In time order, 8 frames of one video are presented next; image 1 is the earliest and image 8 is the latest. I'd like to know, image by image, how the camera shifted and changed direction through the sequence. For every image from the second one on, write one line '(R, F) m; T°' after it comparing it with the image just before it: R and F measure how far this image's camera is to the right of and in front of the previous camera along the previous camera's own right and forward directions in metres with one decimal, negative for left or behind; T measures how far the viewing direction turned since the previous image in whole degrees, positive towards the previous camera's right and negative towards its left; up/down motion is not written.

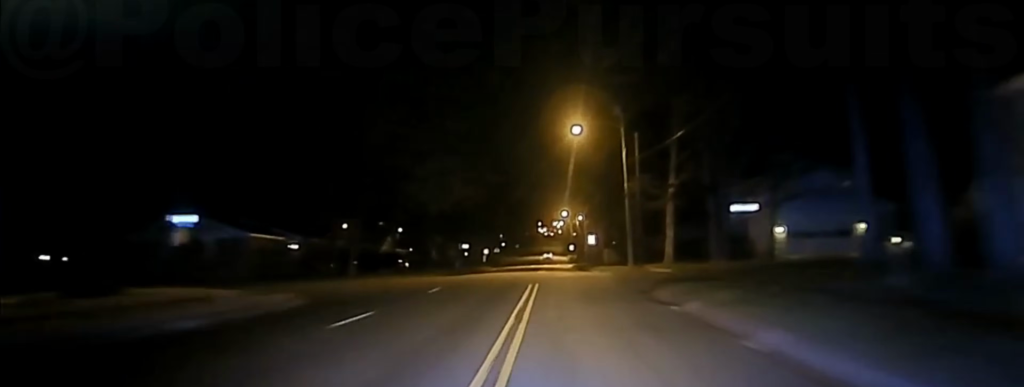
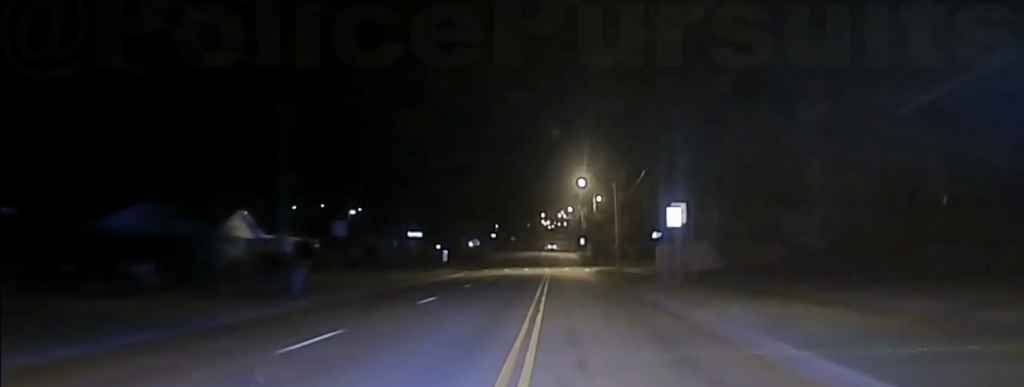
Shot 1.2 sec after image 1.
(+0.1, +46.4) m; 0°
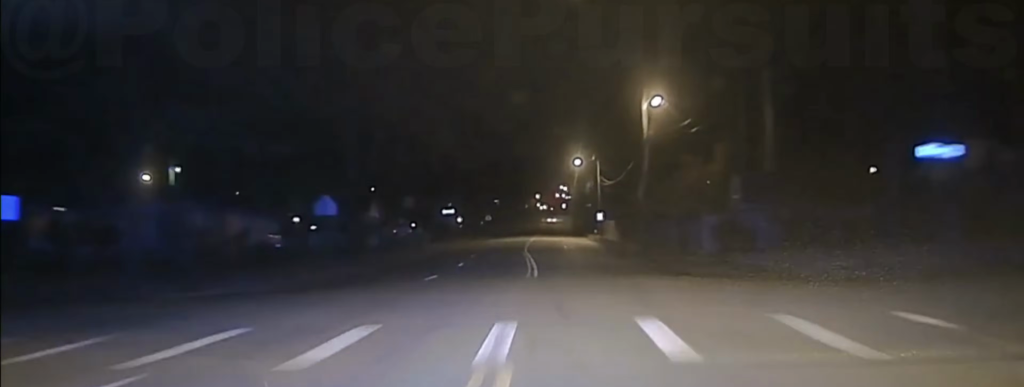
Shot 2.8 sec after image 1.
(0.0, +61.3) m; 0°
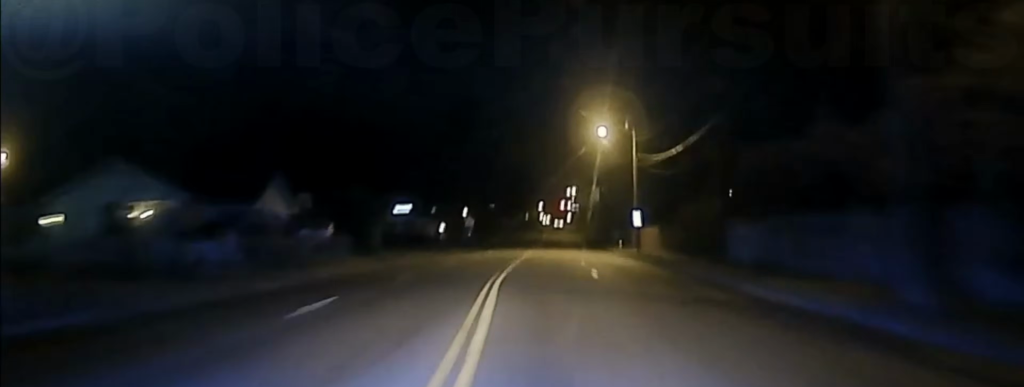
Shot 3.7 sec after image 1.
(-0.1, +34.5) m; 0°
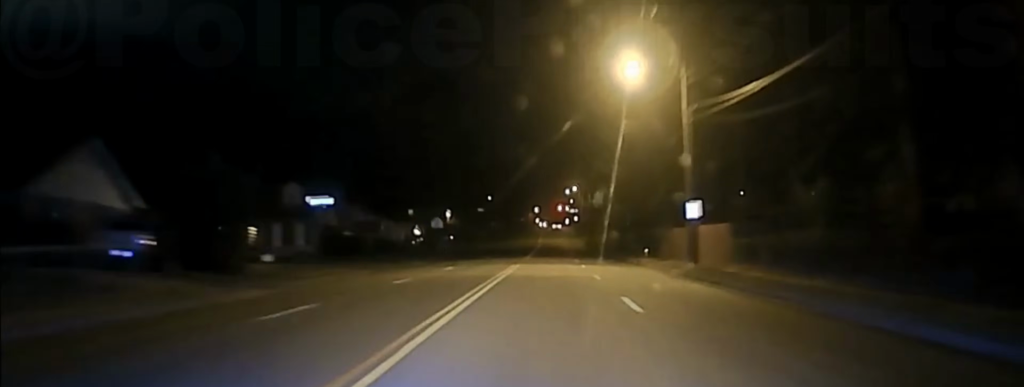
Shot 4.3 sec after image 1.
(0.0, +24.2) m; 0°
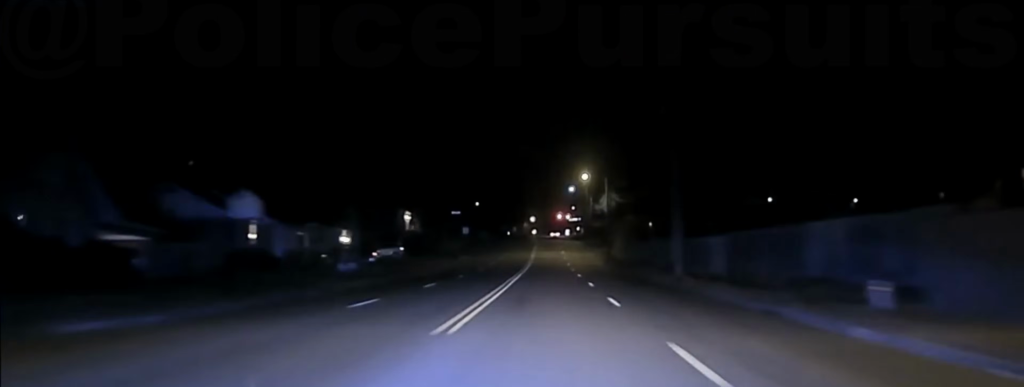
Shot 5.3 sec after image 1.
(0.0, +43.0) m; 0°
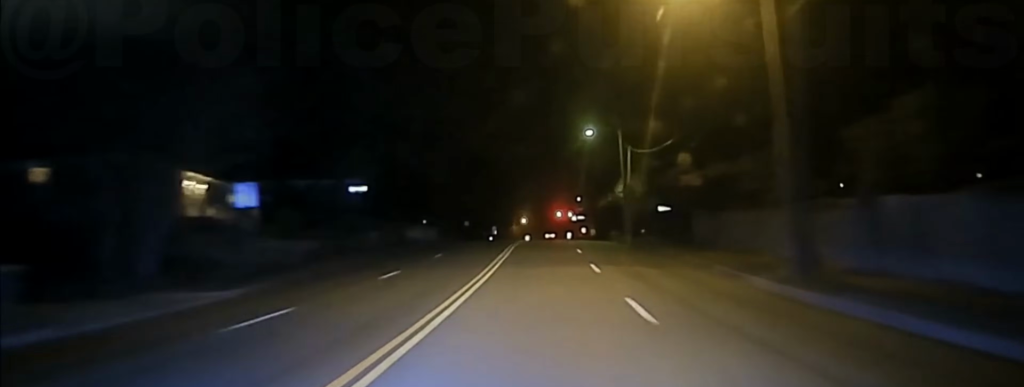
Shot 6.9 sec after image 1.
(+0.5, +71.1) m; +1°
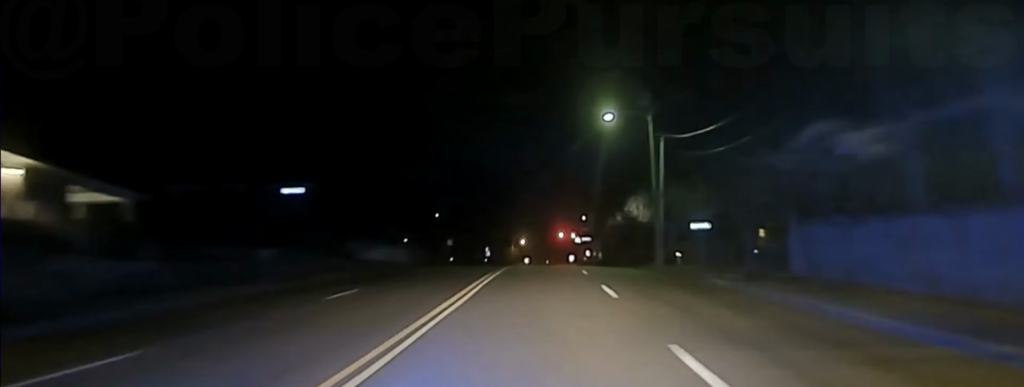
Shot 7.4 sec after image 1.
(+0.2, +19.2) m; 0°
